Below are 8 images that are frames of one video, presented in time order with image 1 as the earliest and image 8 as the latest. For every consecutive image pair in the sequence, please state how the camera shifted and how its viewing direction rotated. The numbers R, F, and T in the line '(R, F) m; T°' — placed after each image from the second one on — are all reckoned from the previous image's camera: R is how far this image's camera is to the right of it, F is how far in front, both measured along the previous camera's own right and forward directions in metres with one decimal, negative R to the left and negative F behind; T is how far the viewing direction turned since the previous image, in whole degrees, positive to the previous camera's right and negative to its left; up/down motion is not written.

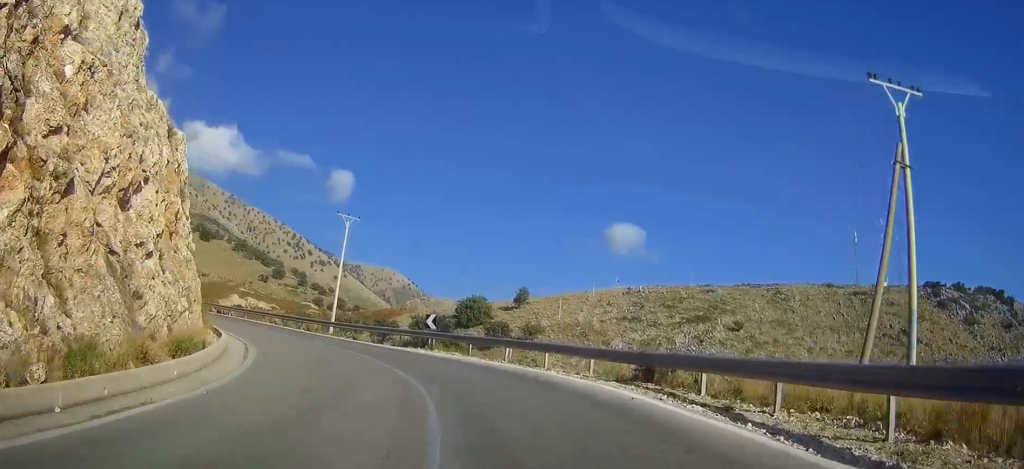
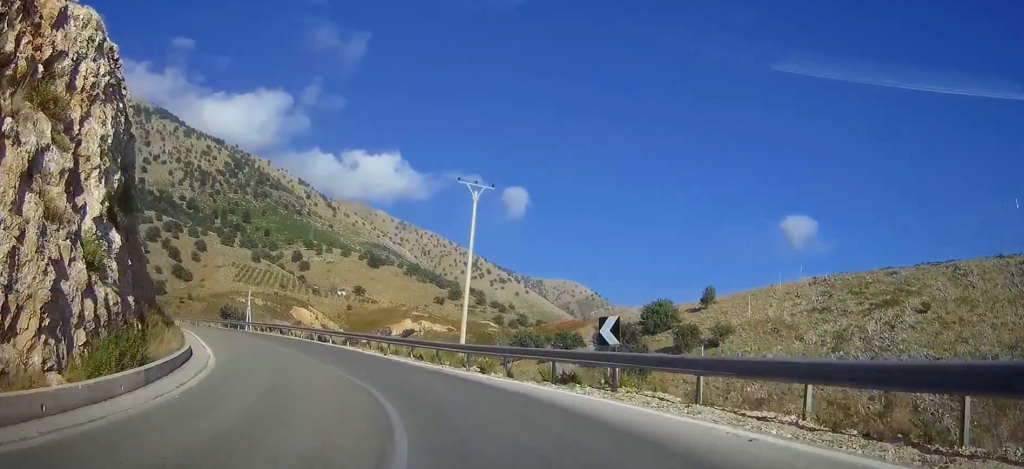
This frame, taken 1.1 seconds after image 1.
(-1.3, +15.1) m; -13°
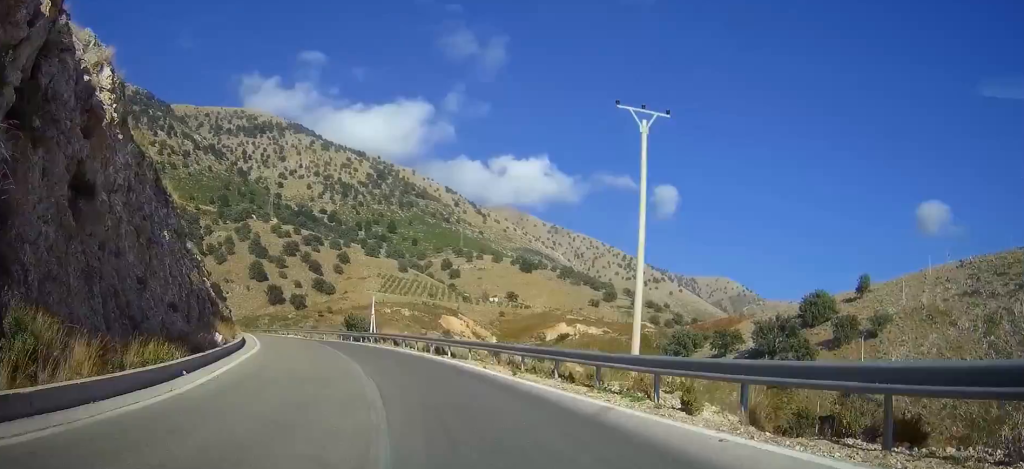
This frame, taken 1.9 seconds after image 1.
(-1.3, +10.0) m; -12°
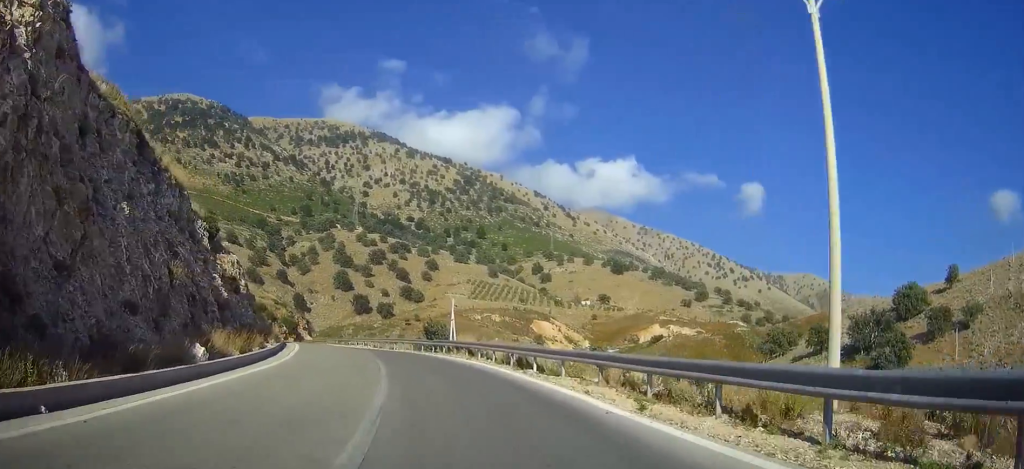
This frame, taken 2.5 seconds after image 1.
(-0.7, +8.0) m; -9°
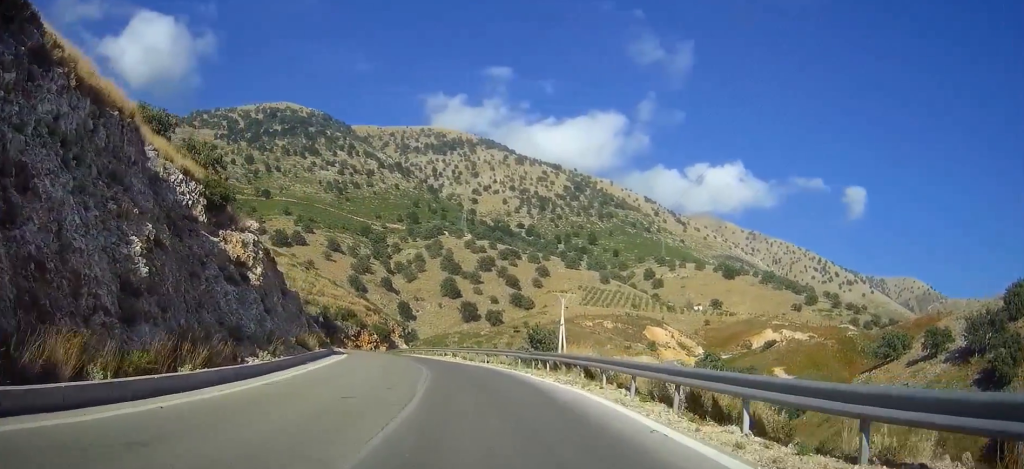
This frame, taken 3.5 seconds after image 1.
(-1.6, +12.2) m; -12°
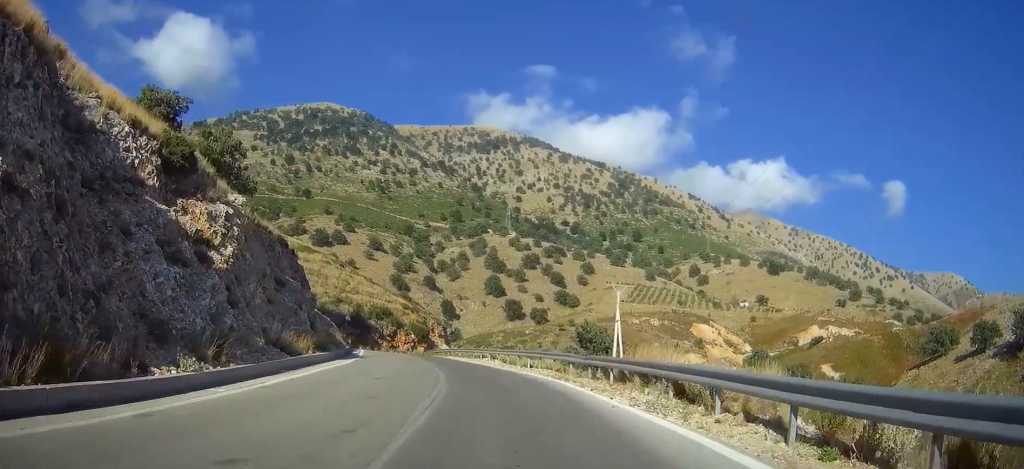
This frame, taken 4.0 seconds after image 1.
(-0.5, +6.9) m; -5°
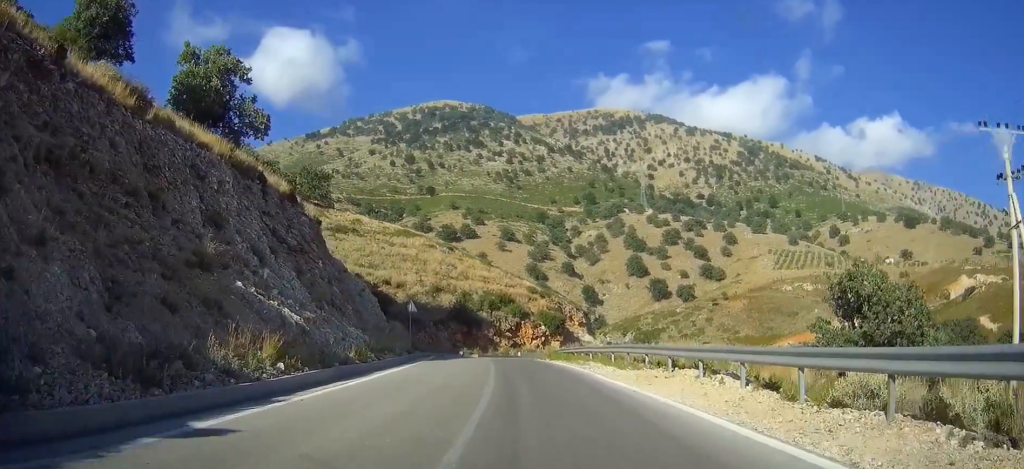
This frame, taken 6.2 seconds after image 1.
(-2.8, +29.1) m; -12°
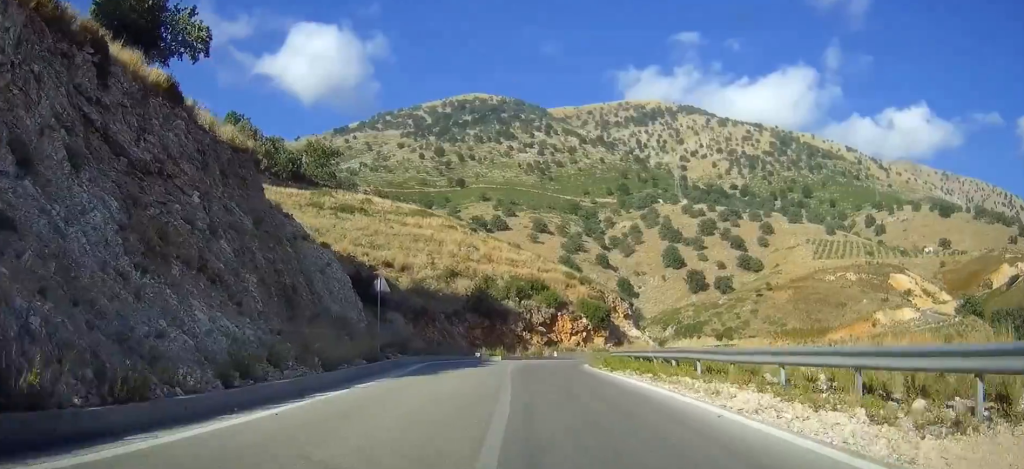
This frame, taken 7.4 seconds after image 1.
(-0.5, +16.1) m; 0°
